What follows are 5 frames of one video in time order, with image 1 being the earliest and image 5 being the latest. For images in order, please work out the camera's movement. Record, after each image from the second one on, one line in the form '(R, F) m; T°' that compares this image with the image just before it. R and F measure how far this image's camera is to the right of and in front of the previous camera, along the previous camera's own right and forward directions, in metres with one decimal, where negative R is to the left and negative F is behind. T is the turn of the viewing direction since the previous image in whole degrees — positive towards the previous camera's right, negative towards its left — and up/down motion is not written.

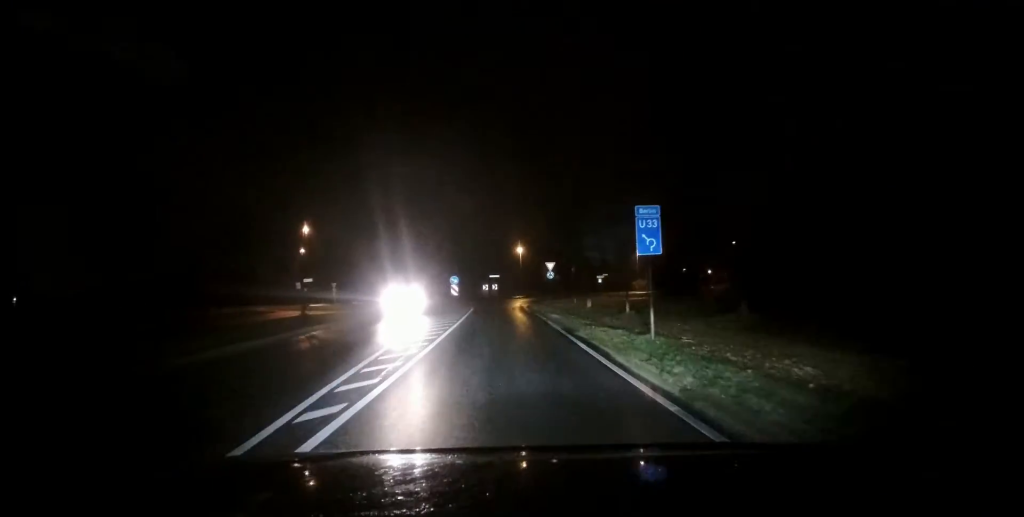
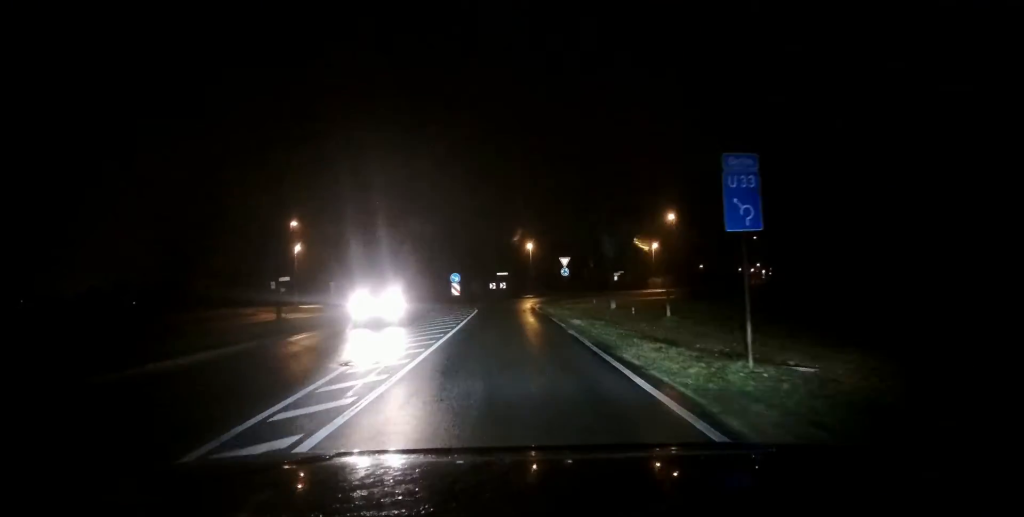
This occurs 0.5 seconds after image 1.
(+0.1, +5.2) m; -1°
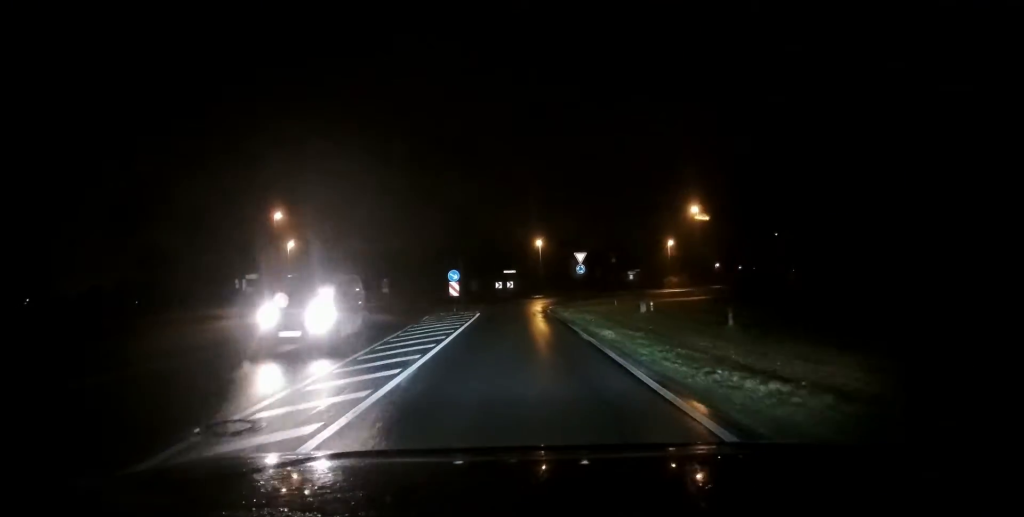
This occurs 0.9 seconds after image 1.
(-0.3, +5.0) m; -1°
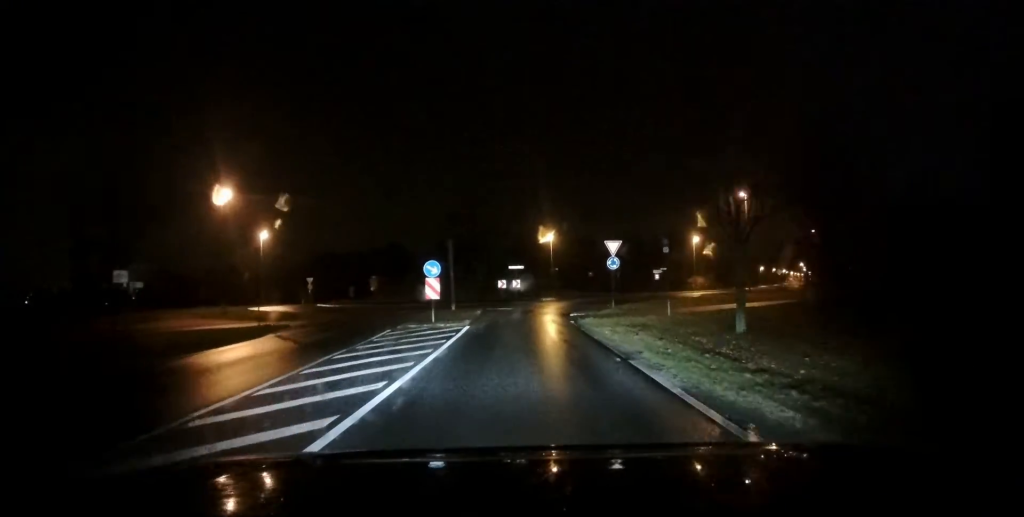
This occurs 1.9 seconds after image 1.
(-0.2, +9.7) m; -1°
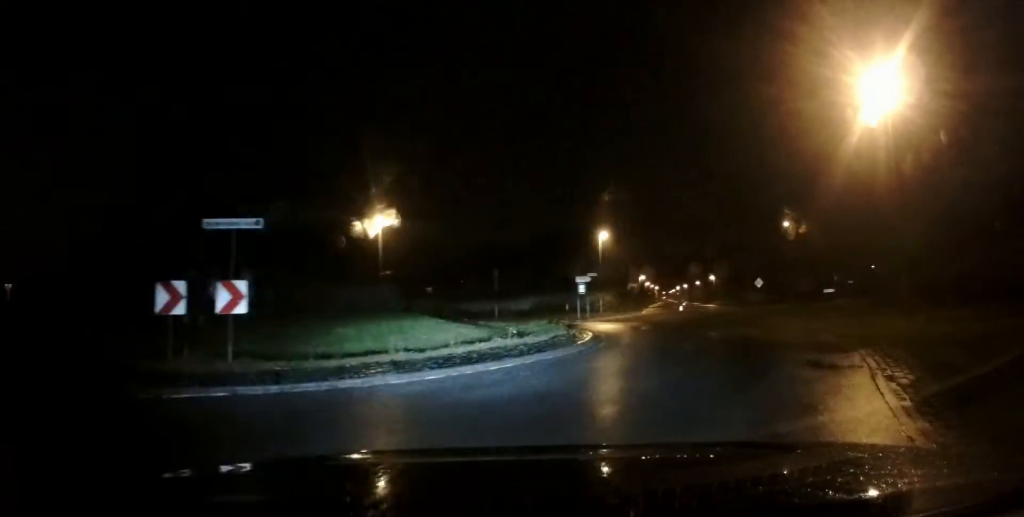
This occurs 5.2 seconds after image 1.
(+4.4, +27.7) m; +28°
